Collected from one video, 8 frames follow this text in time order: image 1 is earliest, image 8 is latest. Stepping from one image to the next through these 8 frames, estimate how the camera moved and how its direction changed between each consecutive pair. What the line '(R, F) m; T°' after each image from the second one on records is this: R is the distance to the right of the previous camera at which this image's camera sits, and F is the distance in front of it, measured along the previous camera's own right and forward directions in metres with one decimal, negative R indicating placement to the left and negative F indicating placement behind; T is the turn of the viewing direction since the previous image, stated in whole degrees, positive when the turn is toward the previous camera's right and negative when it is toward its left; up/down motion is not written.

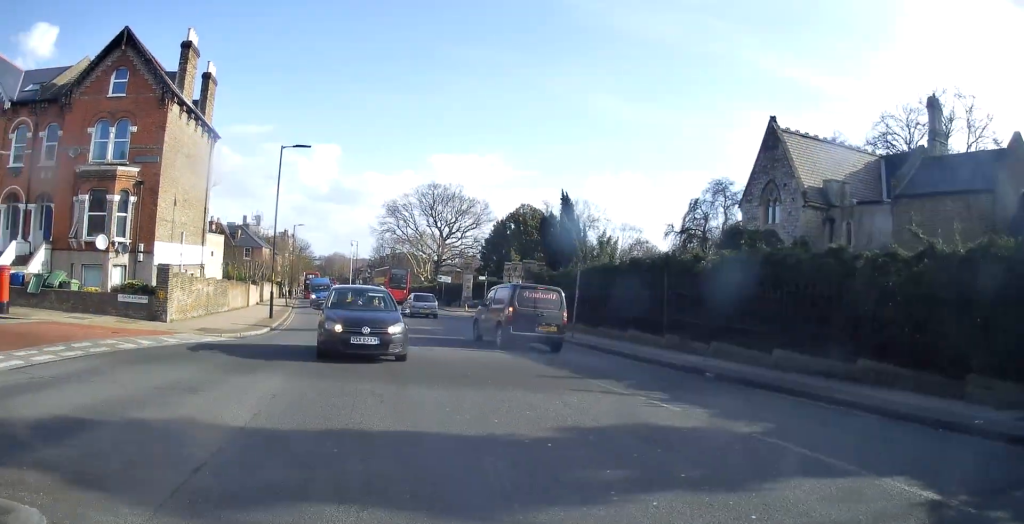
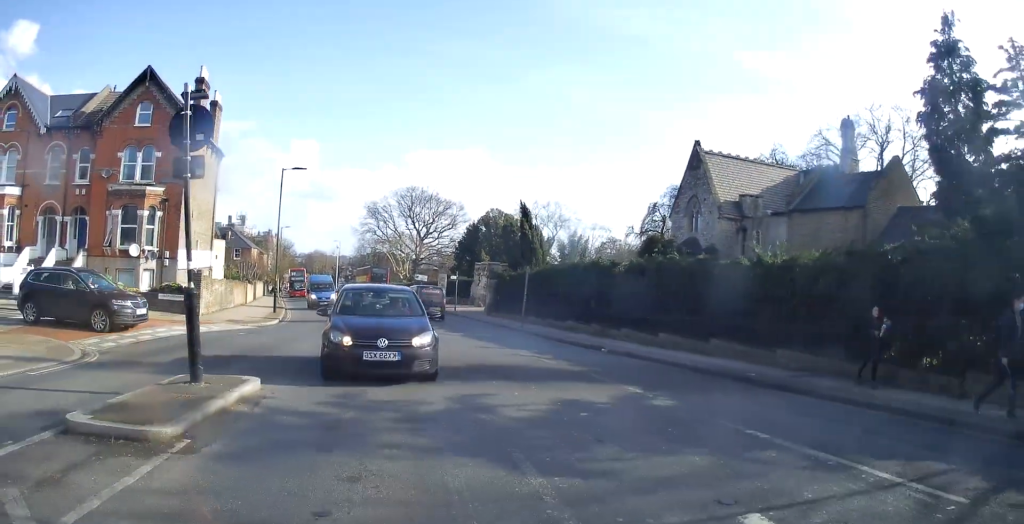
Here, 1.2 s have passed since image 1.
(+0.1, +5.6) m; -1°
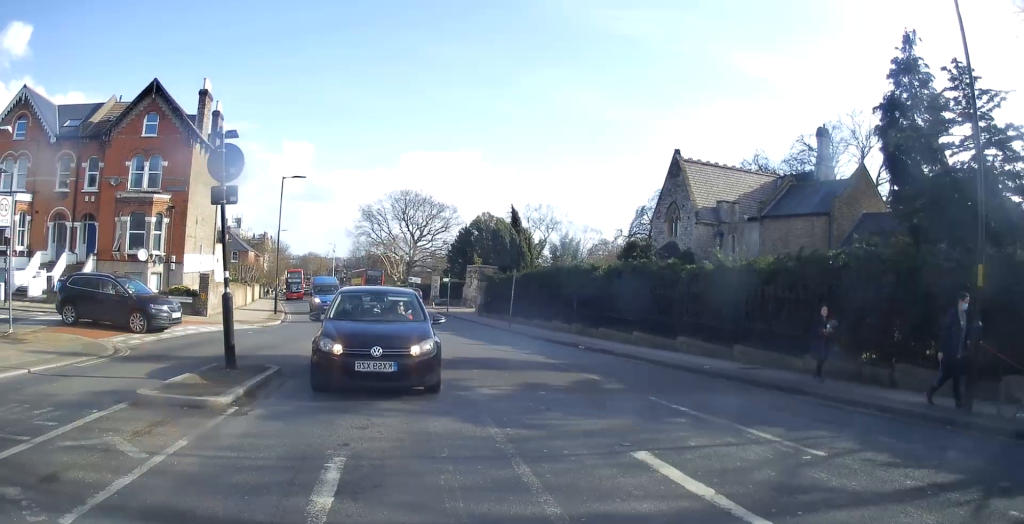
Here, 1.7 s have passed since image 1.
(0.0, +1.8) m; -2°
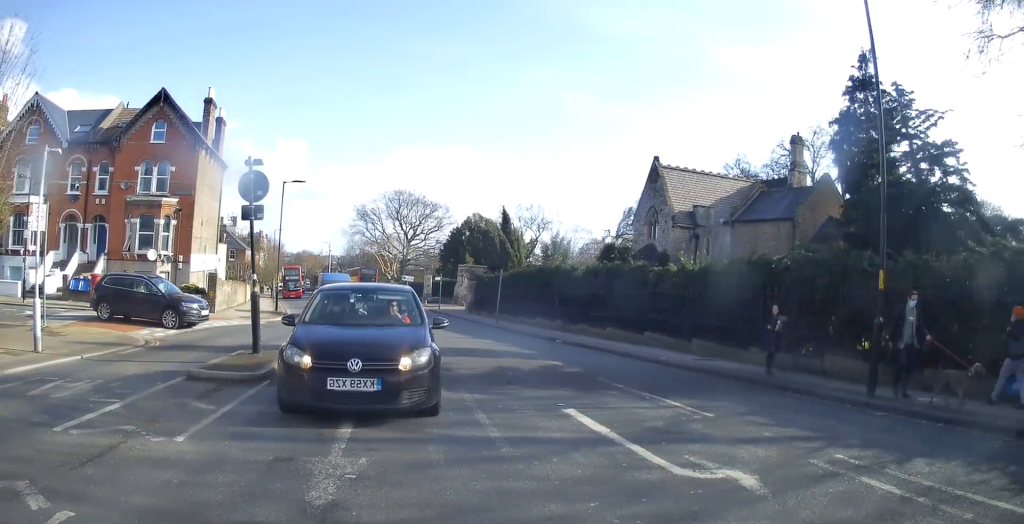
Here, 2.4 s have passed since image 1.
(-0.1, +1.8) m; 0°
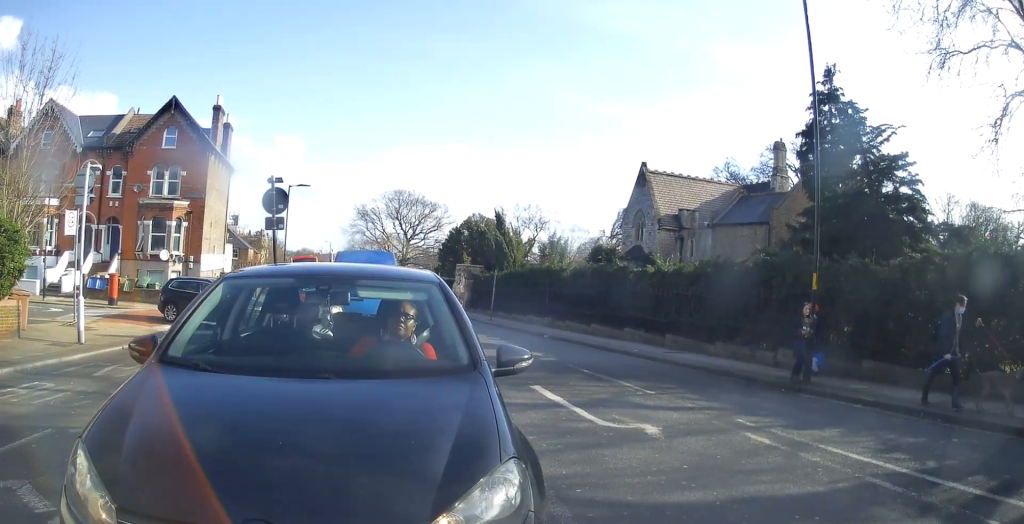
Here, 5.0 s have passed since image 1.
(-0.3, +0.8) m; 0°
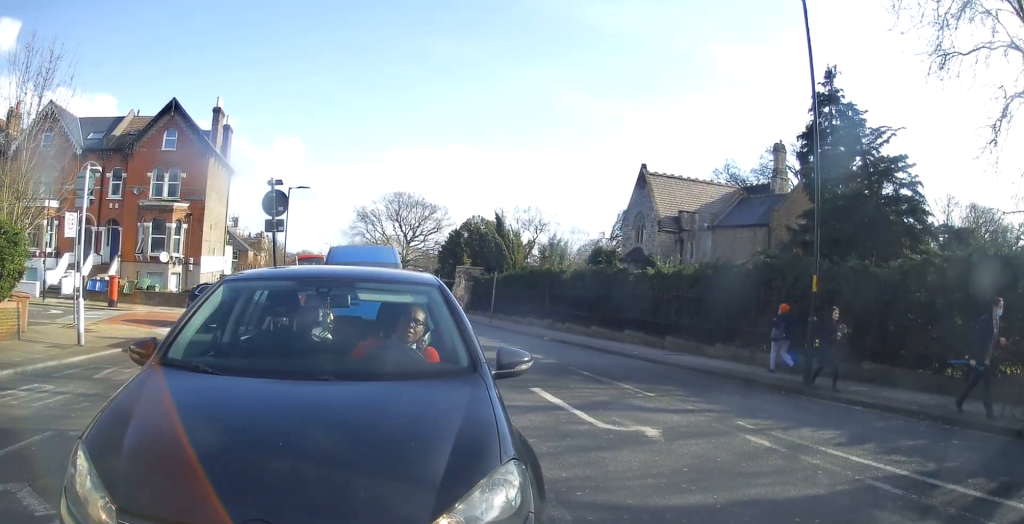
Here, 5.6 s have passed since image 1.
(0.0, 0.0) m; 0°
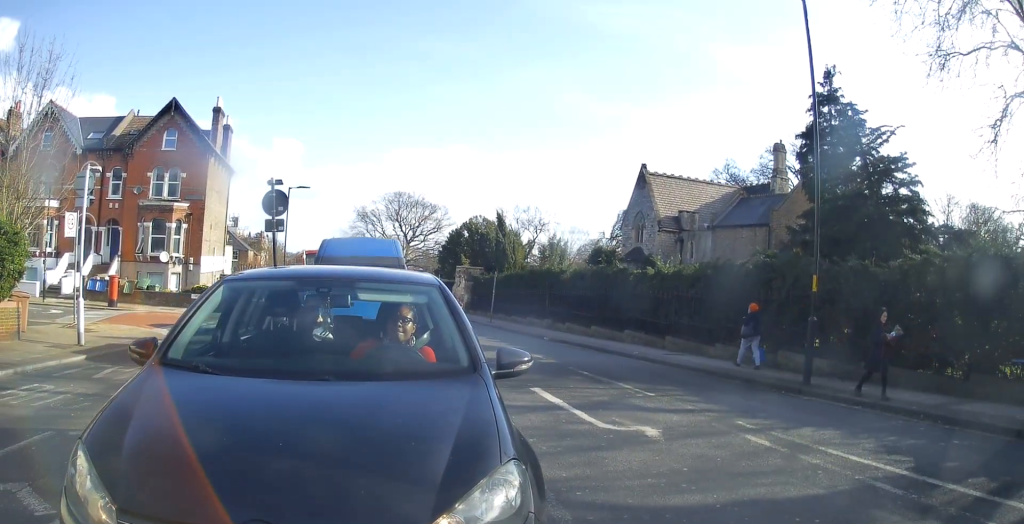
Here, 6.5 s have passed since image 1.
(0.0, 0.0) m; 0°
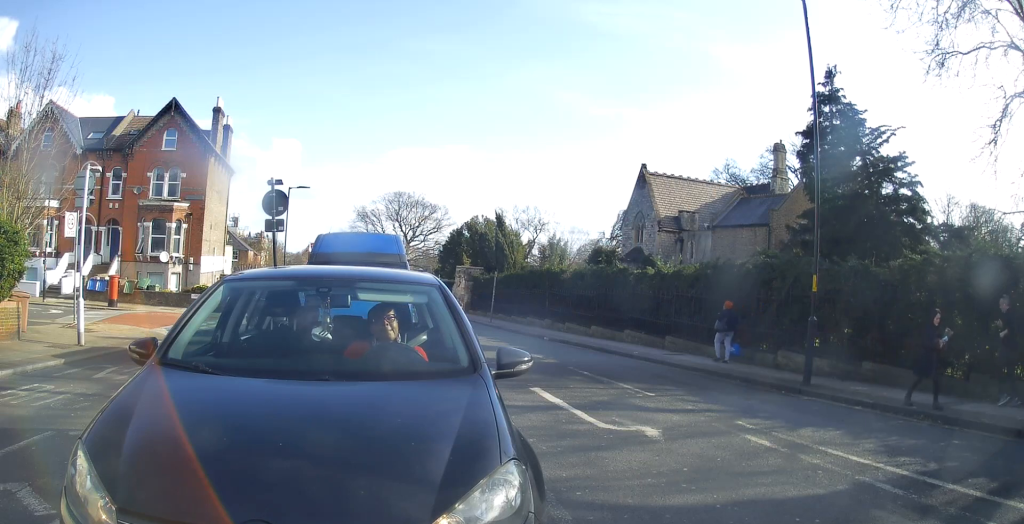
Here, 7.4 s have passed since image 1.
(0.0, 0.0) m; 0°
